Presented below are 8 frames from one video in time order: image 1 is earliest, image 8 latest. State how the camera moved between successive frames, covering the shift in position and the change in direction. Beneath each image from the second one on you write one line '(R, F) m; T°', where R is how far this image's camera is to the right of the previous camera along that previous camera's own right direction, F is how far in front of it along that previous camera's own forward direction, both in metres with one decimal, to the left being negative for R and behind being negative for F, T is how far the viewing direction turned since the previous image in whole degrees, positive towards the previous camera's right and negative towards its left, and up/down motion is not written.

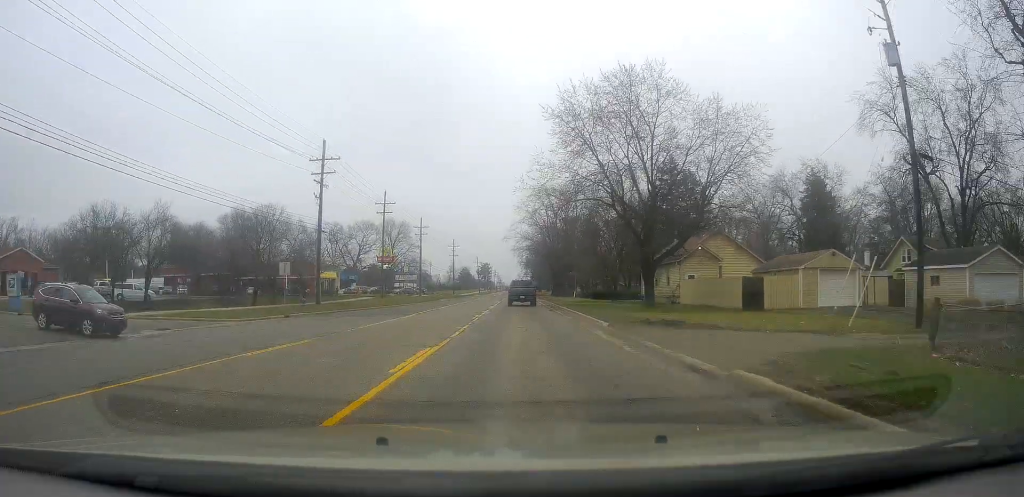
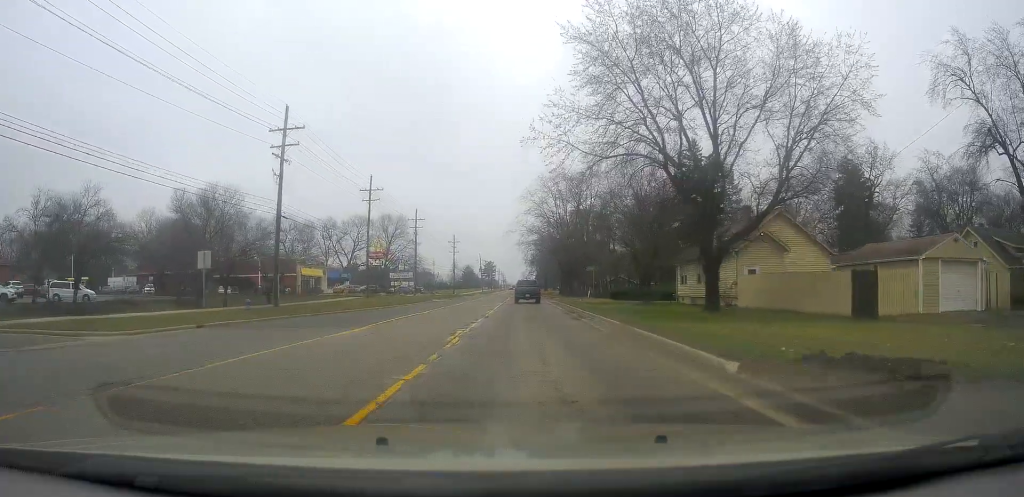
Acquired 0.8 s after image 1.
(-0.1, +10.7) m; +1°
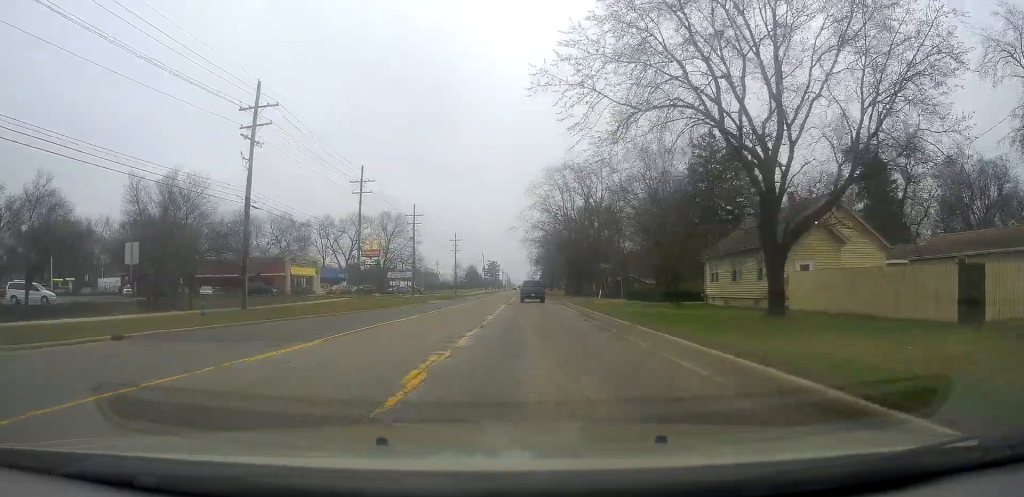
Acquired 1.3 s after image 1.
(-0.1, +6.1) m; +1°
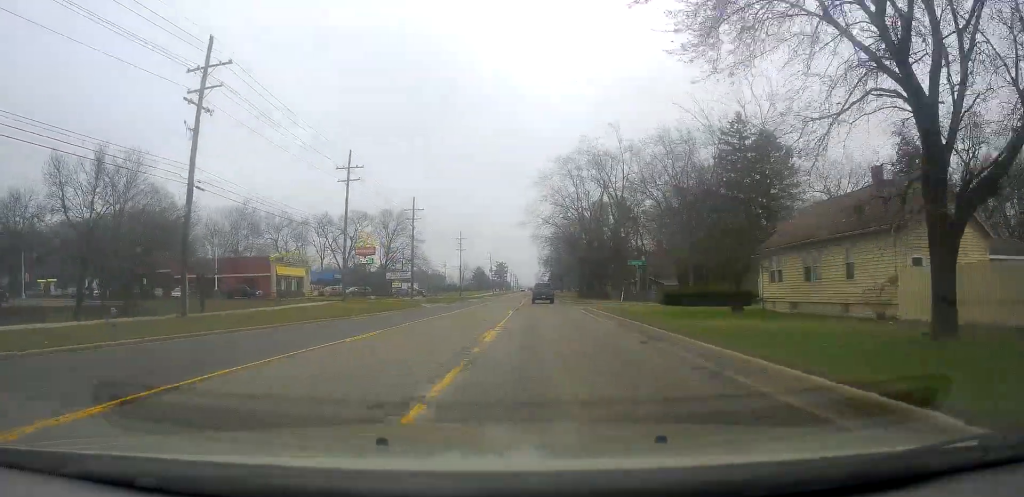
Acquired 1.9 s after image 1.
(+0.3, +8.3) m; -1°
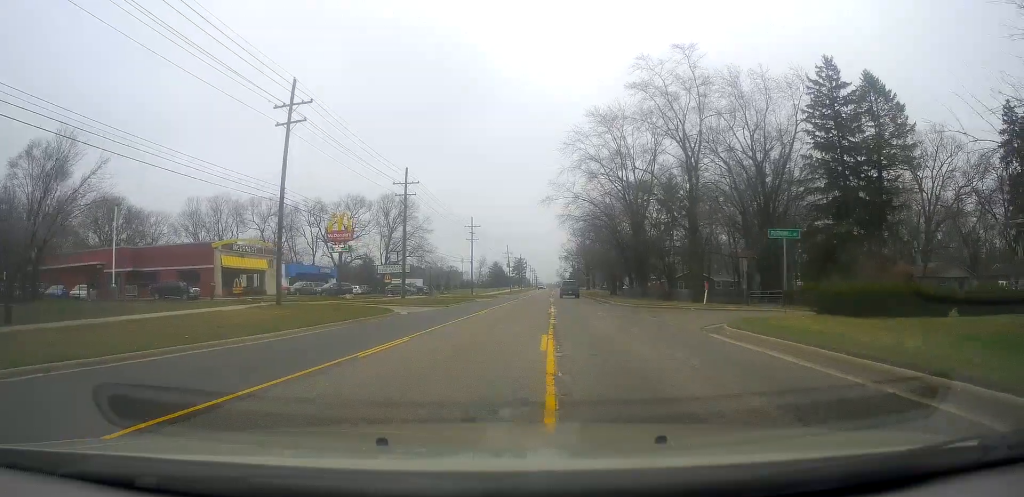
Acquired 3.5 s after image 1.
(-1.0, +19.9) m; -3°
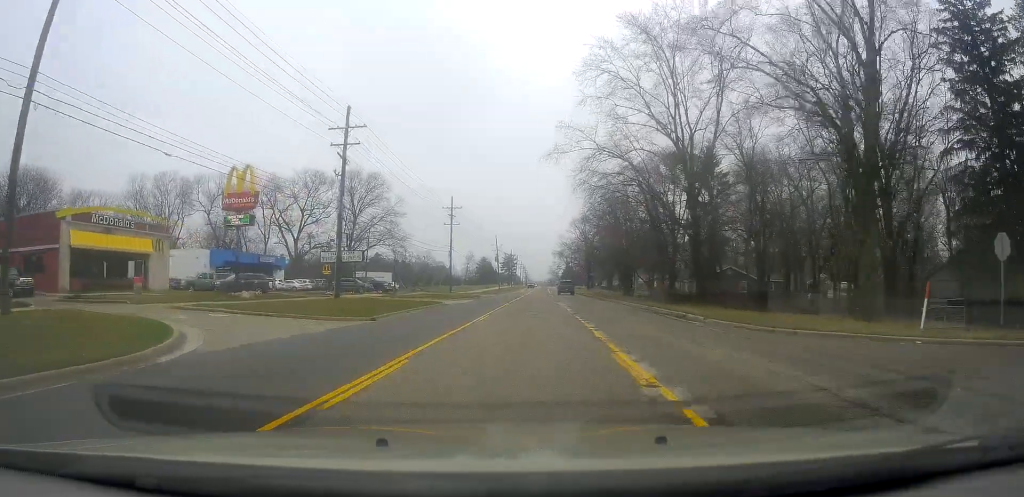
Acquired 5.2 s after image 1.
(+0.6, +22.2) m; +2°
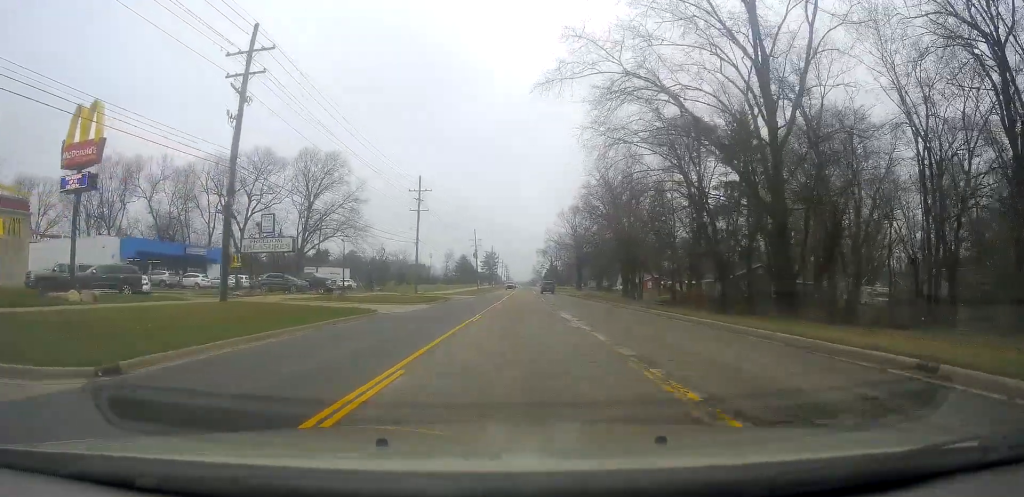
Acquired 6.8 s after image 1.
(-0.1, +16.7) m; -1°
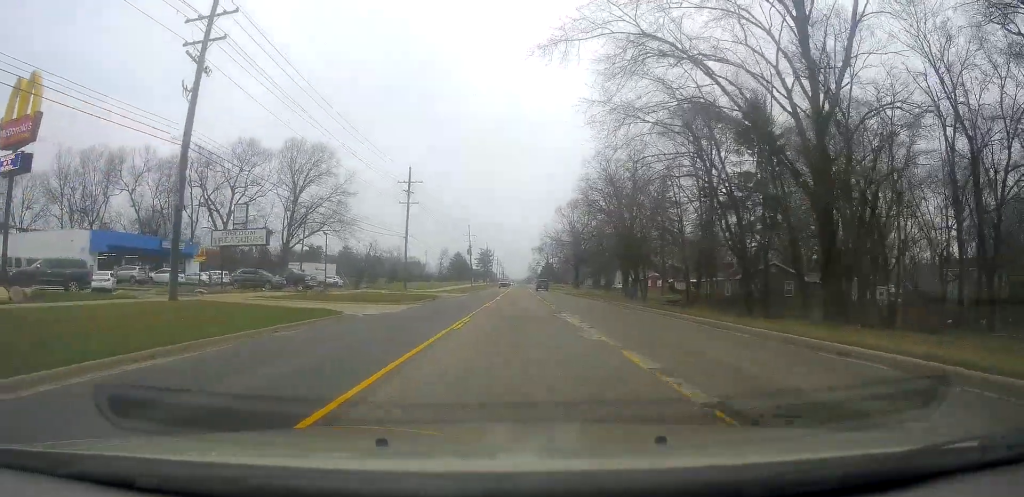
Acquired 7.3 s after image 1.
(0.0, +4.9) m; -1°
